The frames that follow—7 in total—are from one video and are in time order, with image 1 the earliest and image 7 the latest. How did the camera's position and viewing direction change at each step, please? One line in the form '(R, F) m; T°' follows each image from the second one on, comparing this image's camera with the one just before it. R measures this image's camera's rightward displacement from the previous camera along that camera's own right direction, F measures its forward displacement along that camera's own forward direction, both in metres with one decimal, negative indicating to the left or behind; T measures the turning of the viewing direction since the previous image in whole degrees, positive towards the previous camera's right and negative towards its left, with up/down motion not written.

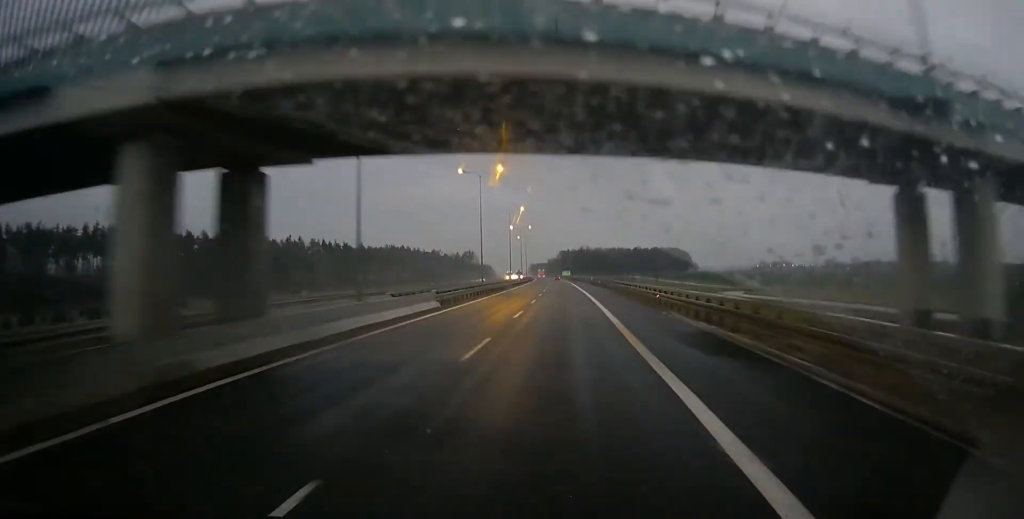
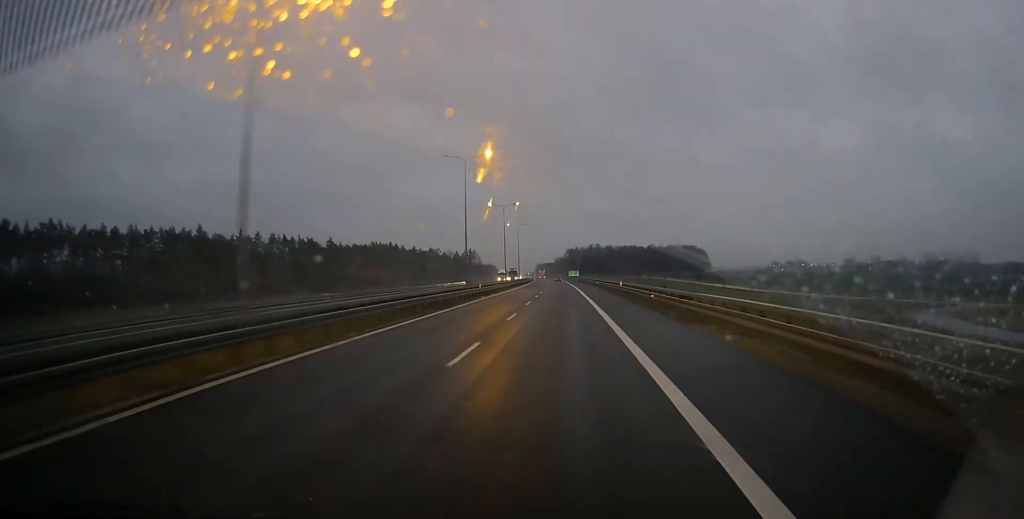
(-0.3, +49.8) m; -1°
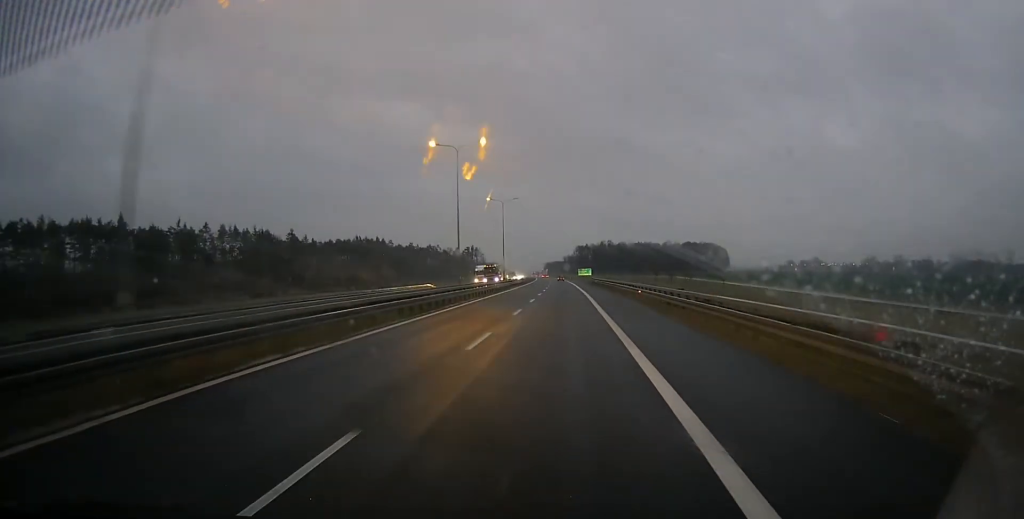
(-0.4, +45.5) m; -1°
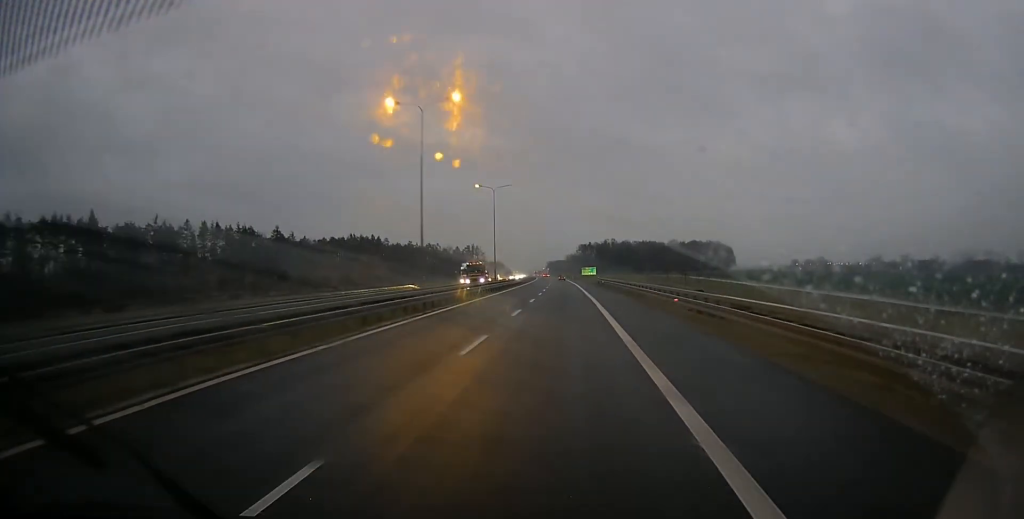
(+0.1, +13.3) m; 0°
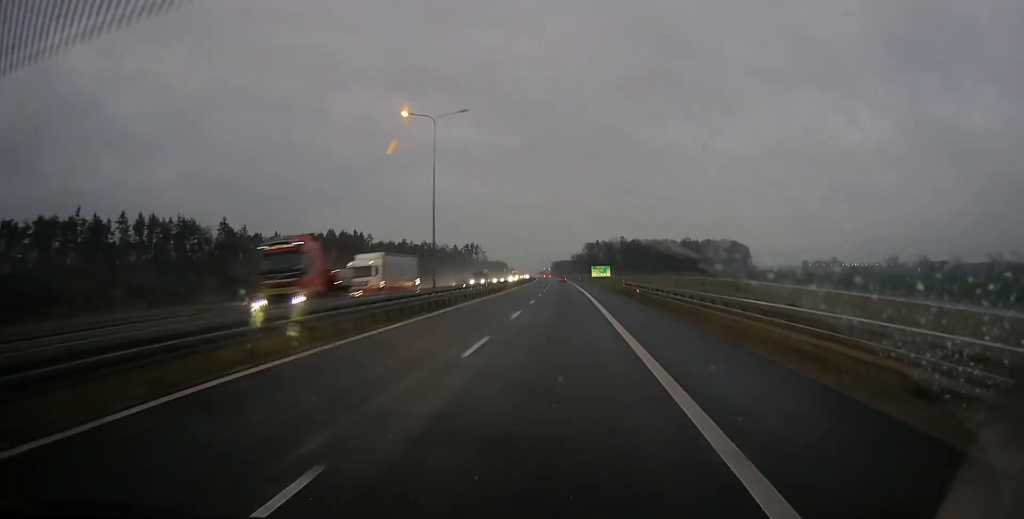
(-0.5, +36.9) m; -1°
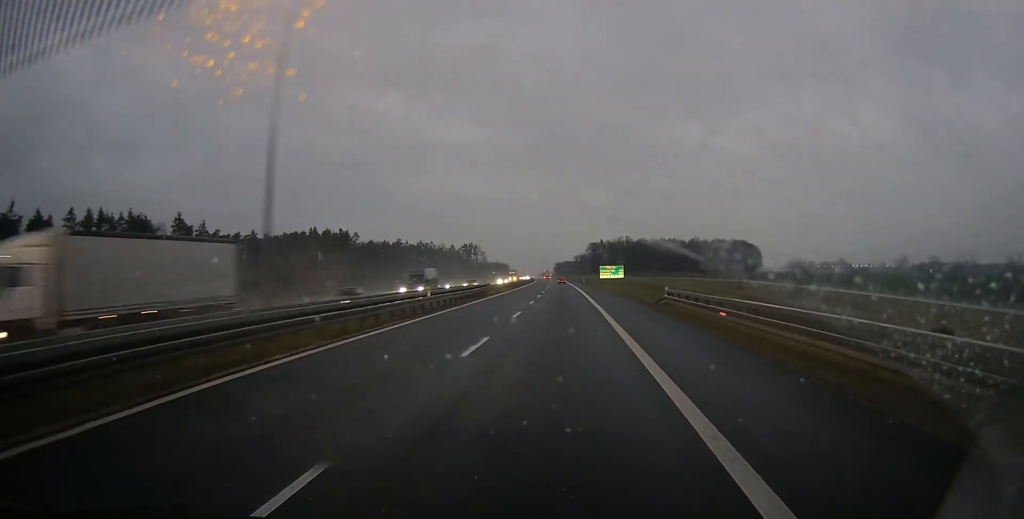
(0.0, +23.2) m; 0°
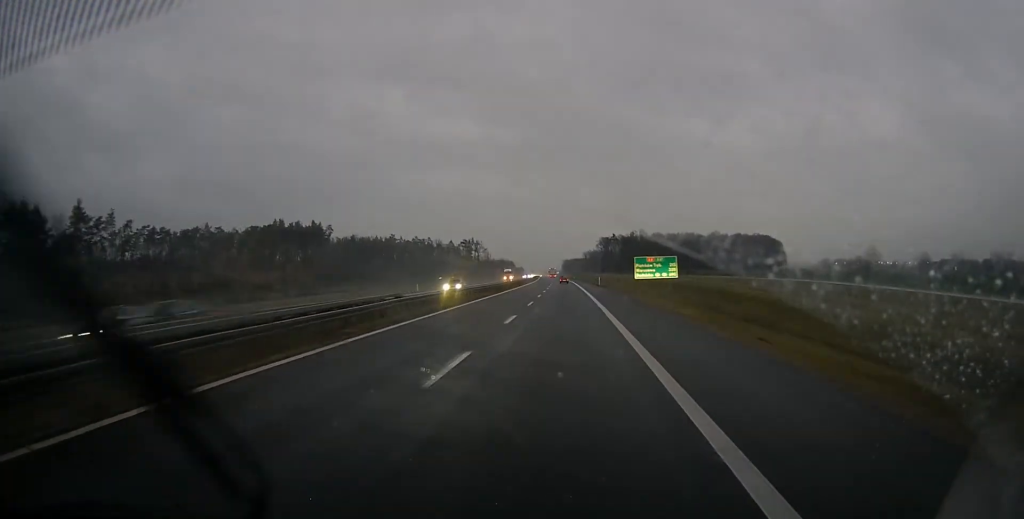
(-0.2, +40.2) m; 0°
